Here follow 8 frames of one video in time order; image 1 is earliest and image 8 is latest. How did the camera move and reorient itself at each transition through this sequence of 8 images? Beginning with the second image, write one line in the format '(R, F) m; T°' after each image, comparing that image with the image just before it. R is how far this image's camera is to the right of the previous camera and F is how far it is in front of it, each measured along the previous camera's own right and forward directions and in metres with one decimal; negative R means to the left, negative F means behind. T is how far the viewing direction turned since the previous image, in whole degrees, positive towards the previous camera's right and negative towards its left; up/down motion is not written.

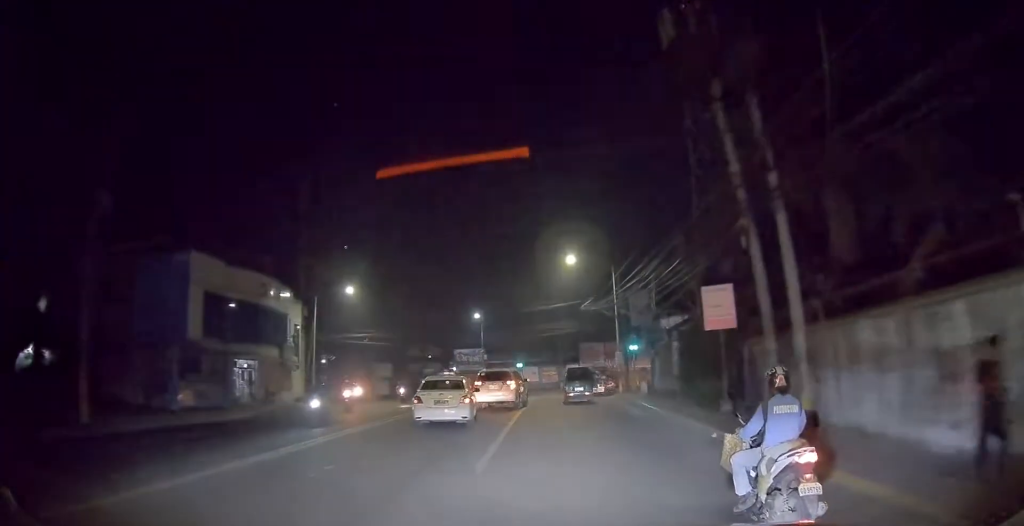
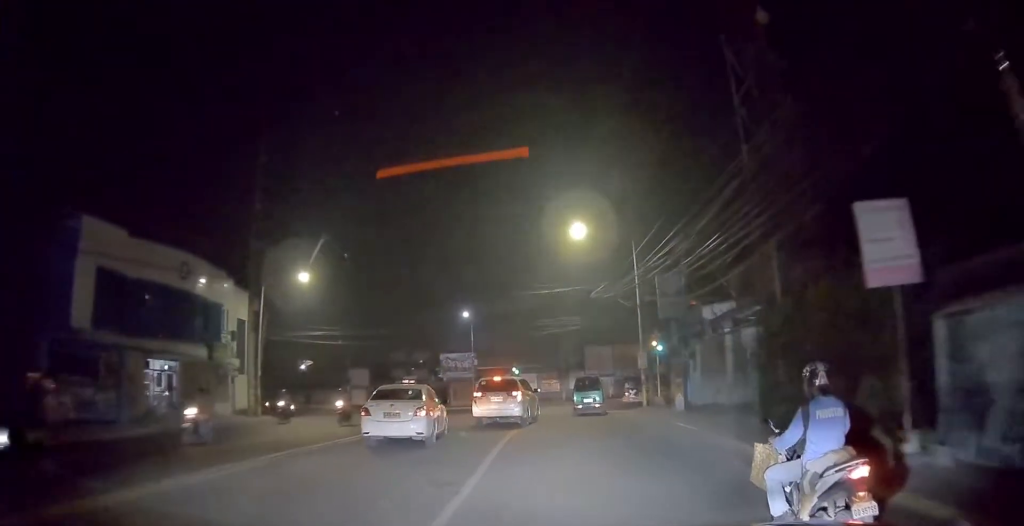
(-0.1, +9.1) m; -1°
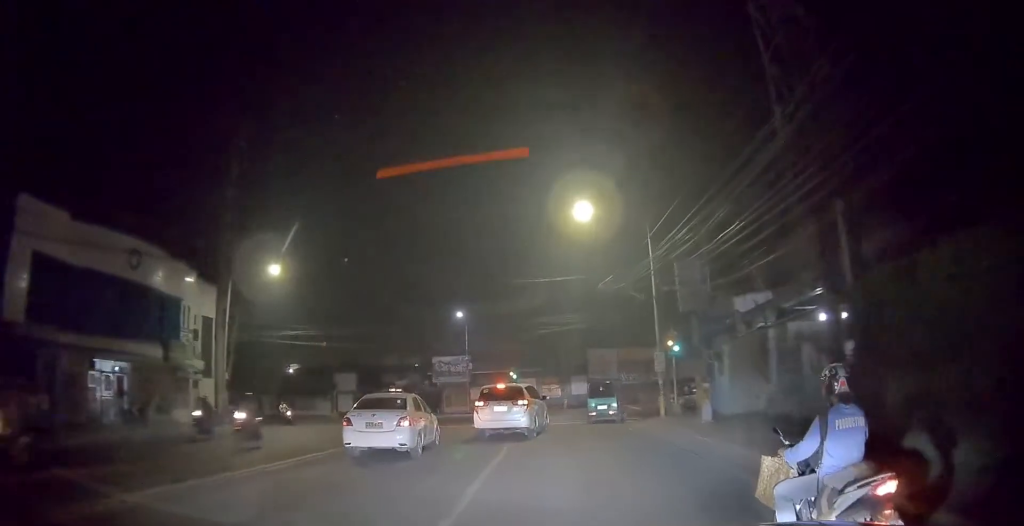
(0.0, +4.1) m; -1°
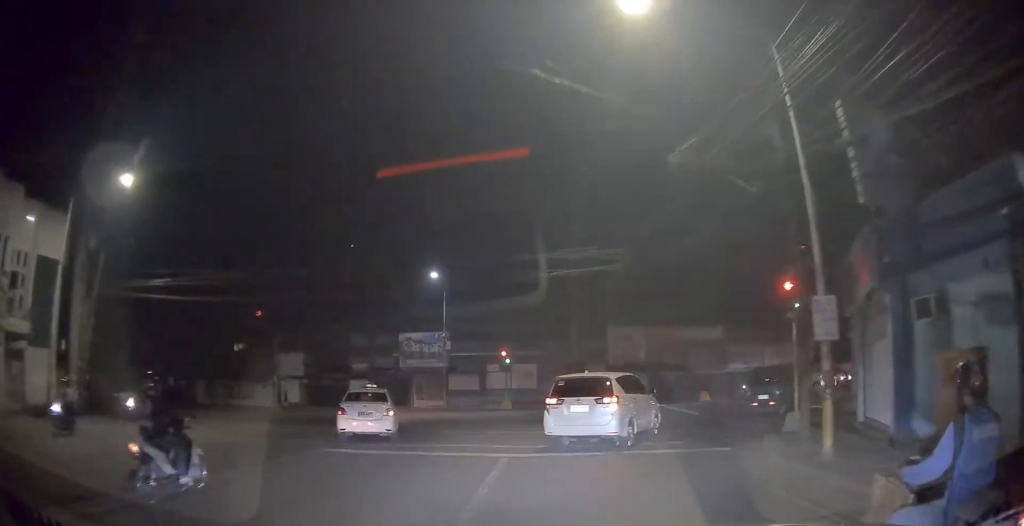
(-0.1, +13.5) m; +4°
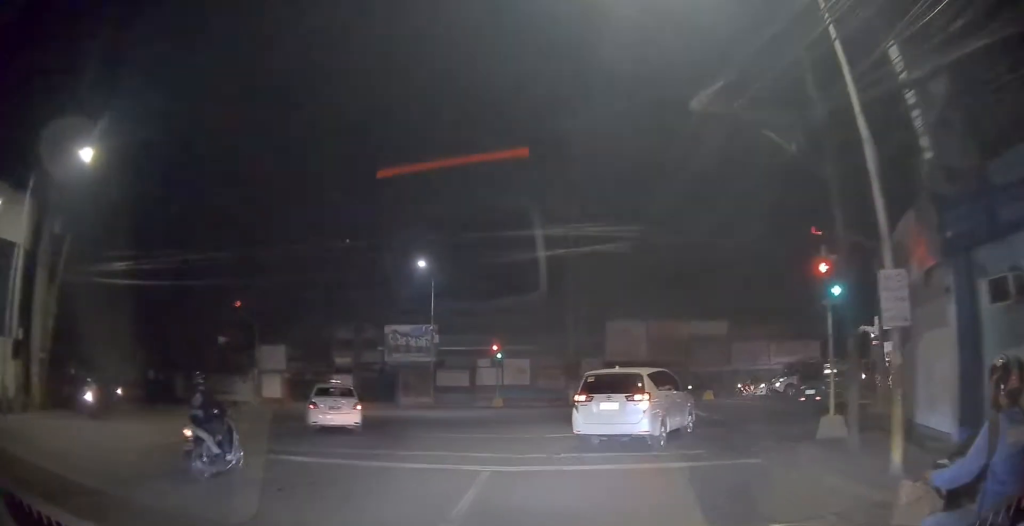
(+0.1, +2.2) m; +3°
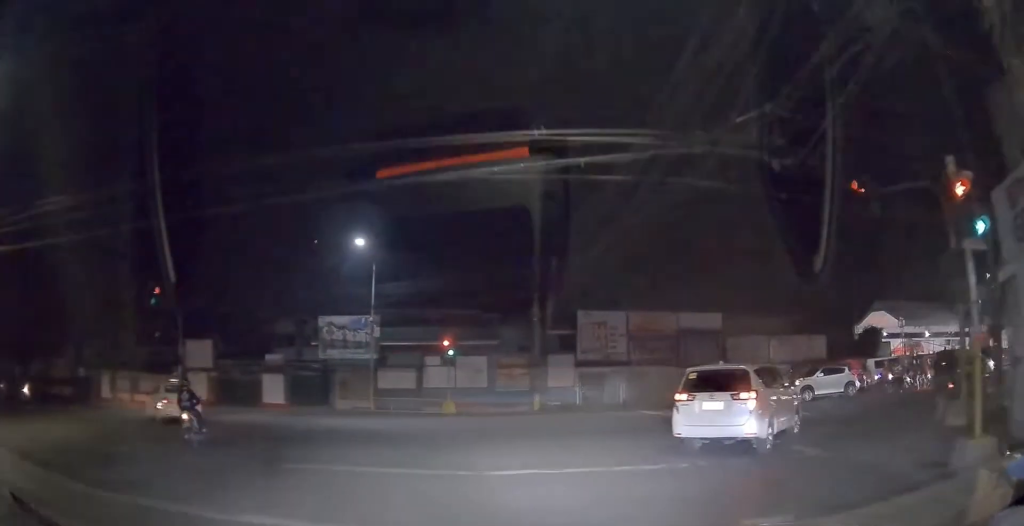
(+0.4, +5.5) m; +6°
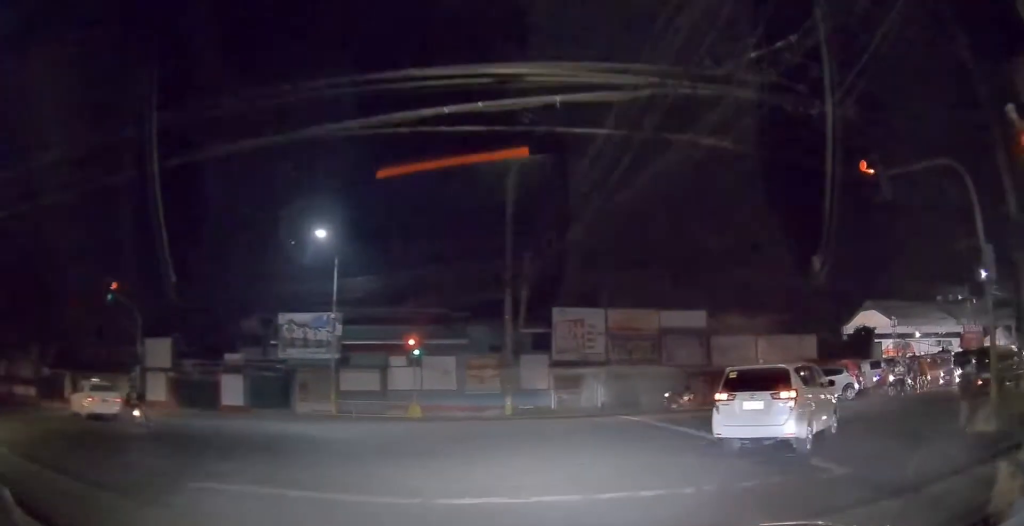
(0.0, +2.1) m; +2°
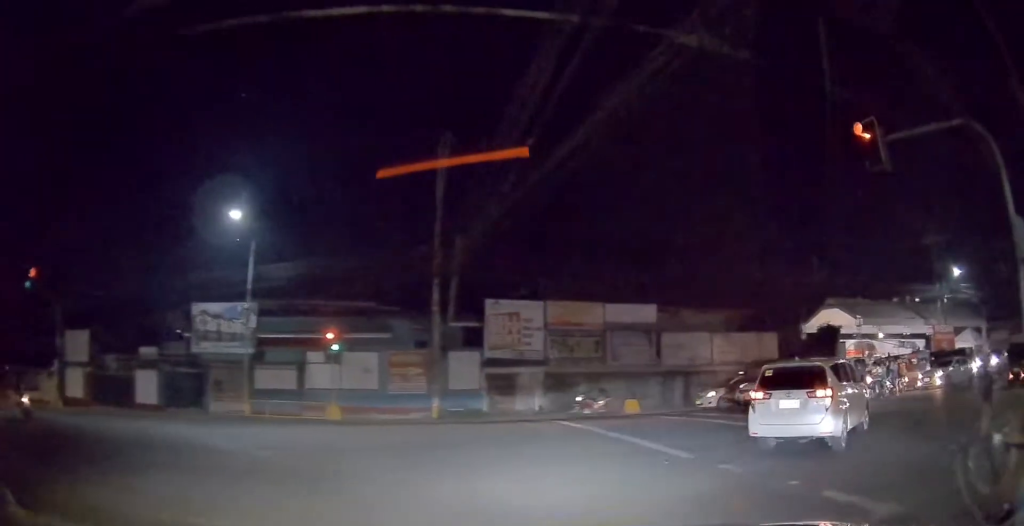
(0.0, +3.1) m; +5°
